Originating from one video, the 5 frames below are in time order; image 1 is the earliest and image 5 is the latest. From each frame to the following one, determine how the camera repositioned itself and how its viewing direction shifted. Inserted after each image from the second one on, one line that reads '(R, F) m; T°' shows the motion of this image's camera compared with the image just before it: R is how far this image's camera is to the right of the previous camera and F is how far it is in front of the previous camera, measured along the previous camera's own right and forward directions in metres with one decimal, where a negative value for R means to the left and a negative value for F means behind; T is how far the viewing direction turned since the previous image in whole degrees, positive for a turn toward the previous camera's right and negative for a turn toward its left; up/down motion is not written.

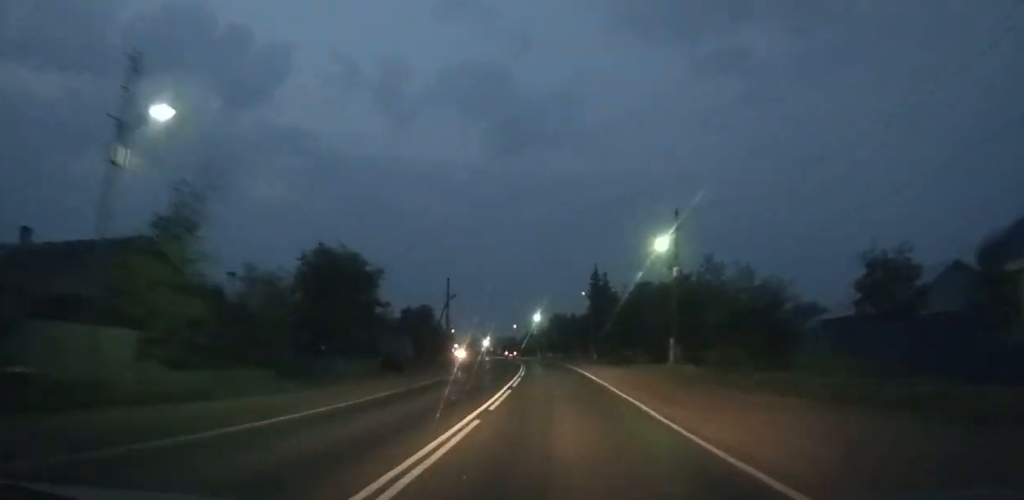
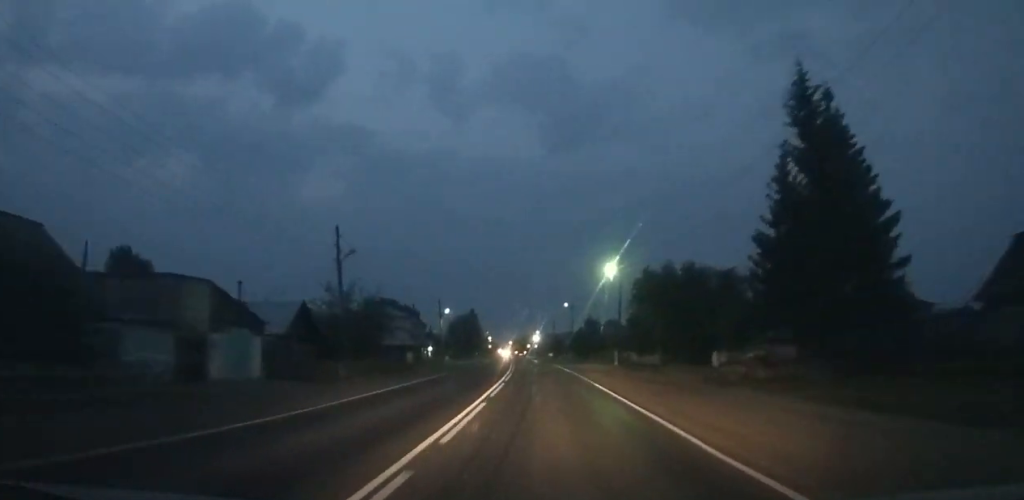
(-2.7, +67.2) m; -6°
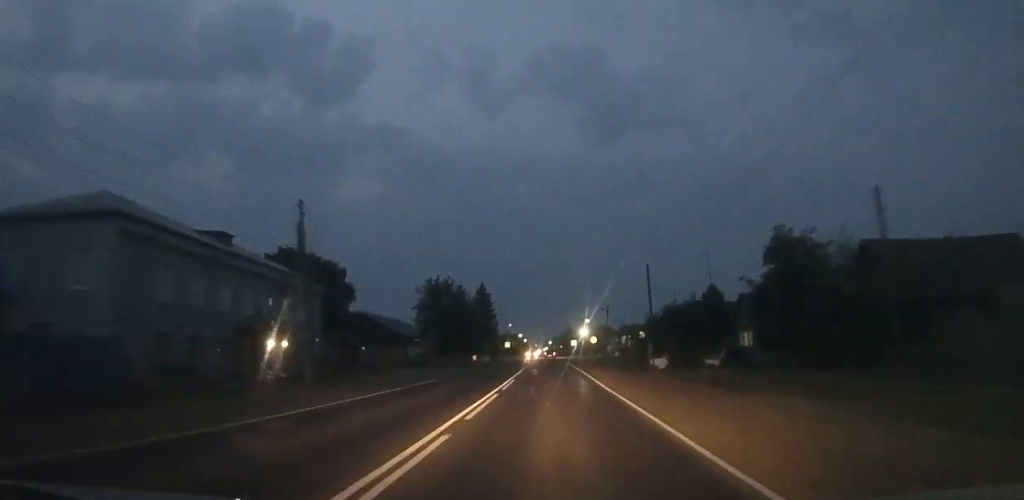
(-3.8, +87.0) m; -3°
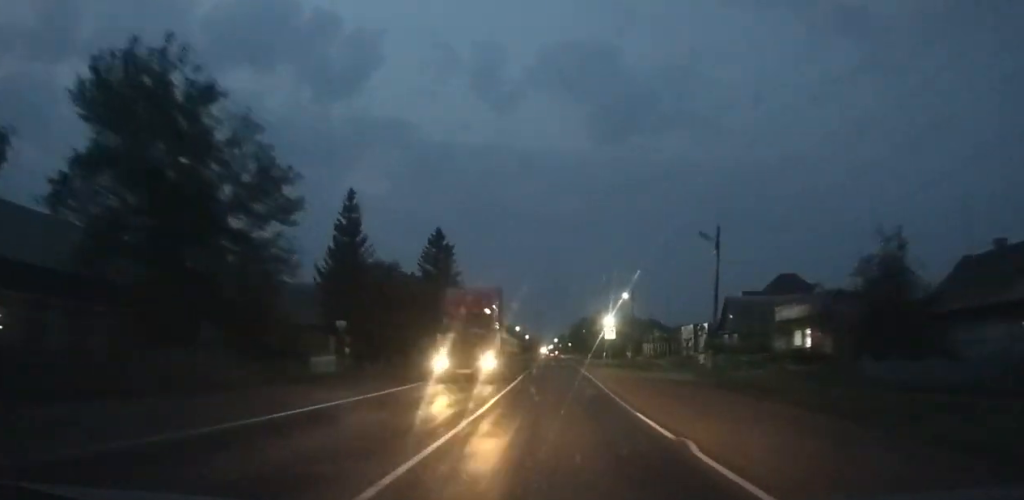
(-0.2, +61.7) m; 0°
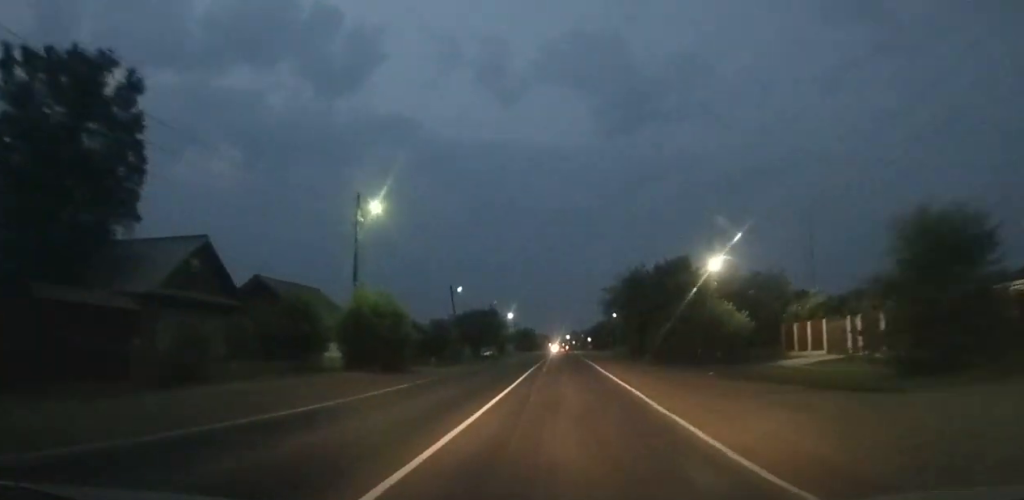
(-0.6, +70.5) m; 0°
